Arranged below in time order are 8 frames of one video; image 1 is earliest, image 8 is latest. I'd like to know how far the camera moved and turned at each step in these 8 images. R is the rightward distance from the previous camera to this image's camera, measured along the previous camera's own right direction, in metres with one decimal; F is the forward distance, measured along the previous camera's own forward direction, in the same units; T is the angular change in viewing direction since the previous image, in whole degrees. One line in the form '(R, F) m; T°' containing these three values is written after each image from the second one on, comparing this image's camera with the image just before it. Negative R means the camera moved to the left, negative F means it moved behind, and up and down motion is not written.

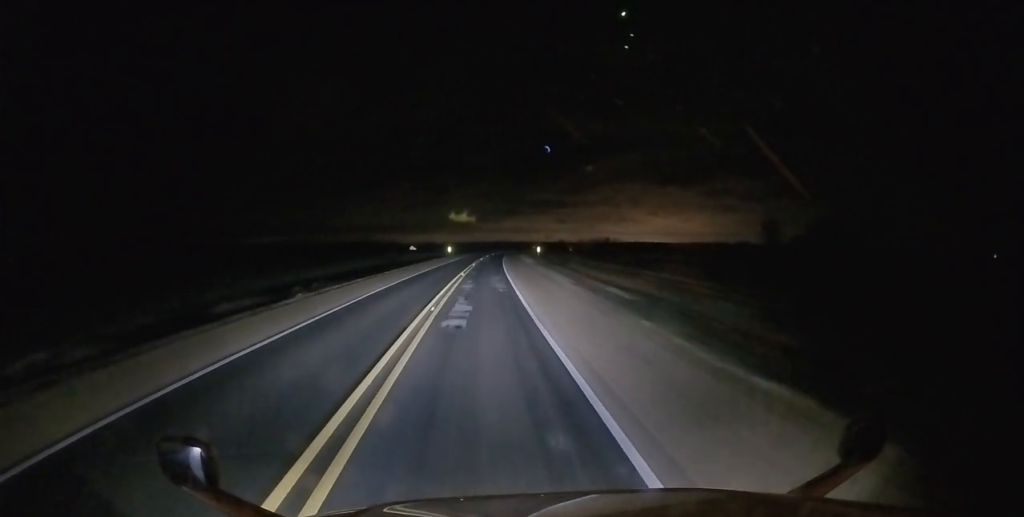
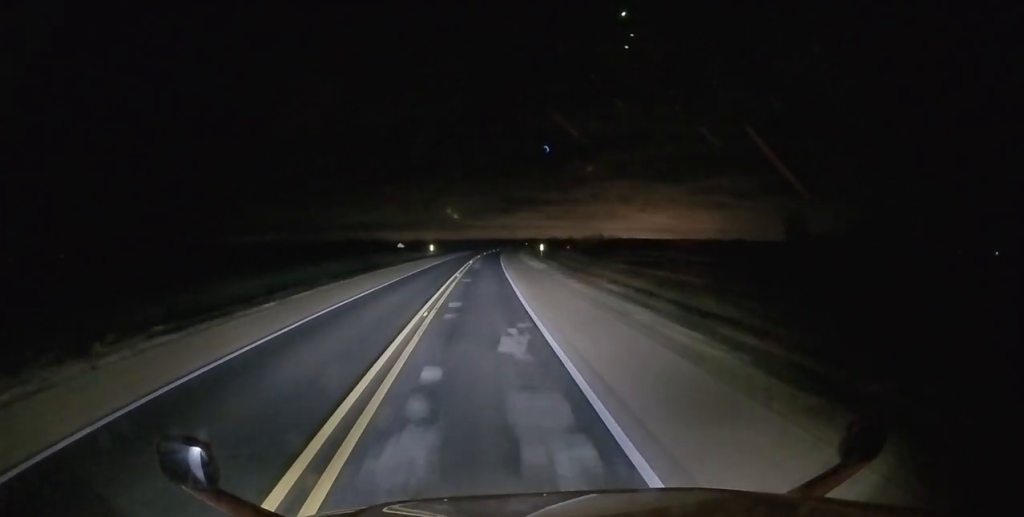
(+0.1, +24.9) m; +2°
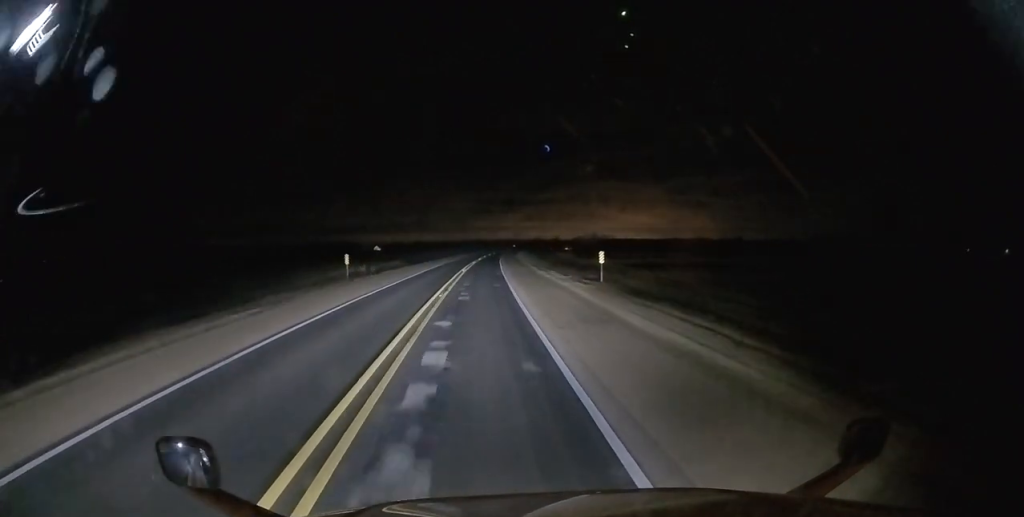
(+1.0, +60.4) m; +2°
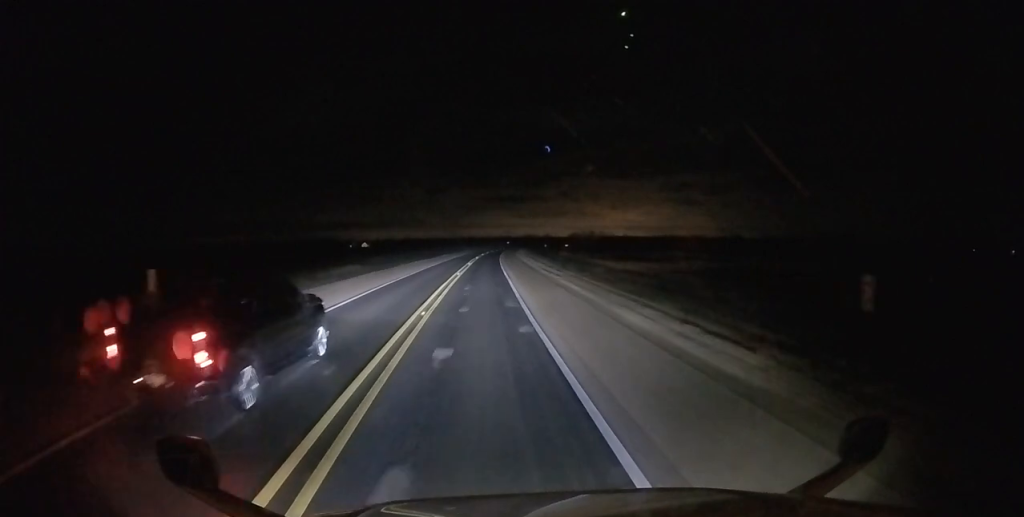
(+0.8, +31.1) m; +1°
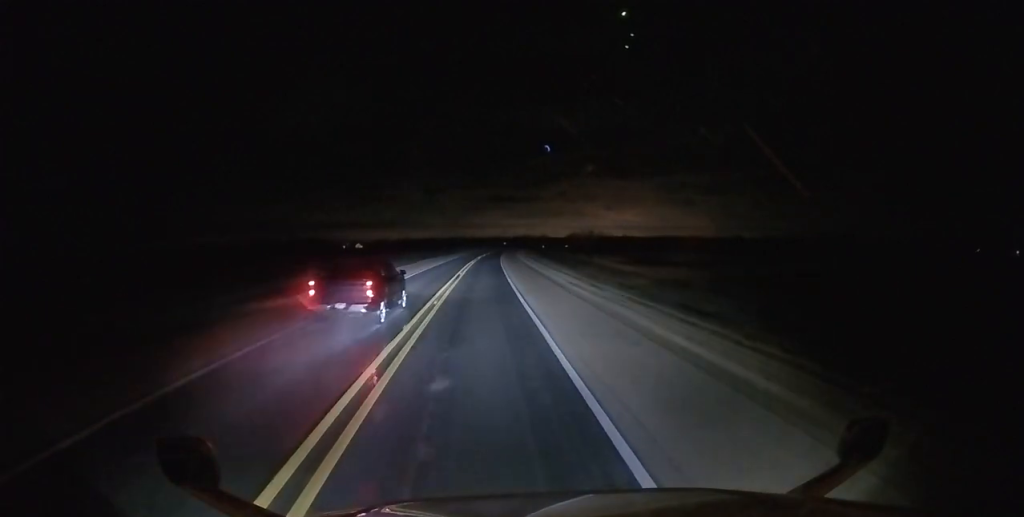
(-0.4, +18.5) m; 0°
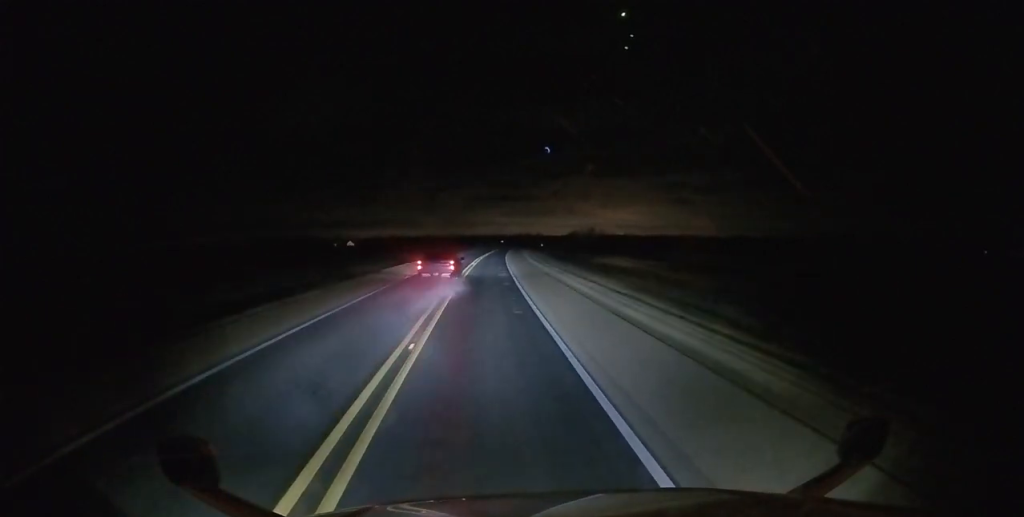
(+0.5, +28.4) m; +1°
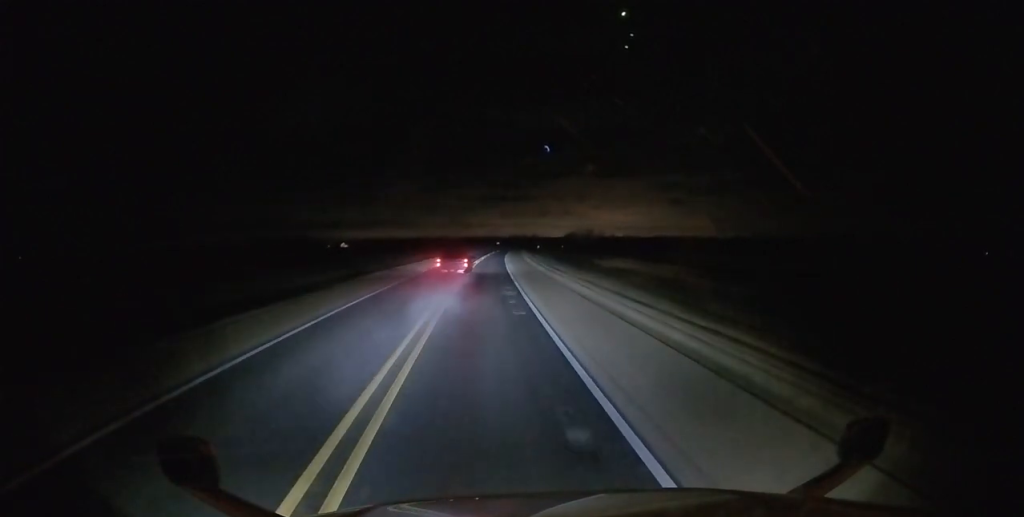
(0.0, +11.7) m; 0°
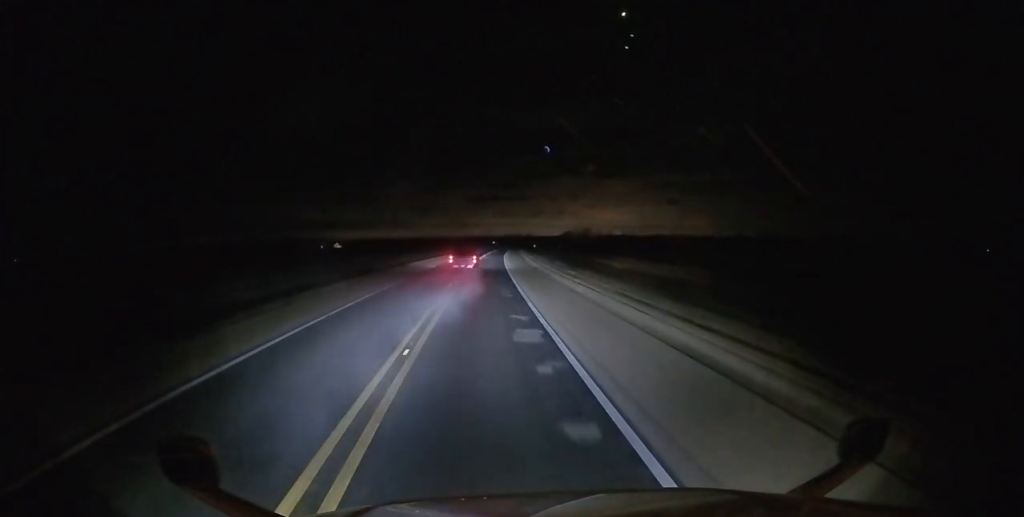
(0.0, +11.7) m; +1°
